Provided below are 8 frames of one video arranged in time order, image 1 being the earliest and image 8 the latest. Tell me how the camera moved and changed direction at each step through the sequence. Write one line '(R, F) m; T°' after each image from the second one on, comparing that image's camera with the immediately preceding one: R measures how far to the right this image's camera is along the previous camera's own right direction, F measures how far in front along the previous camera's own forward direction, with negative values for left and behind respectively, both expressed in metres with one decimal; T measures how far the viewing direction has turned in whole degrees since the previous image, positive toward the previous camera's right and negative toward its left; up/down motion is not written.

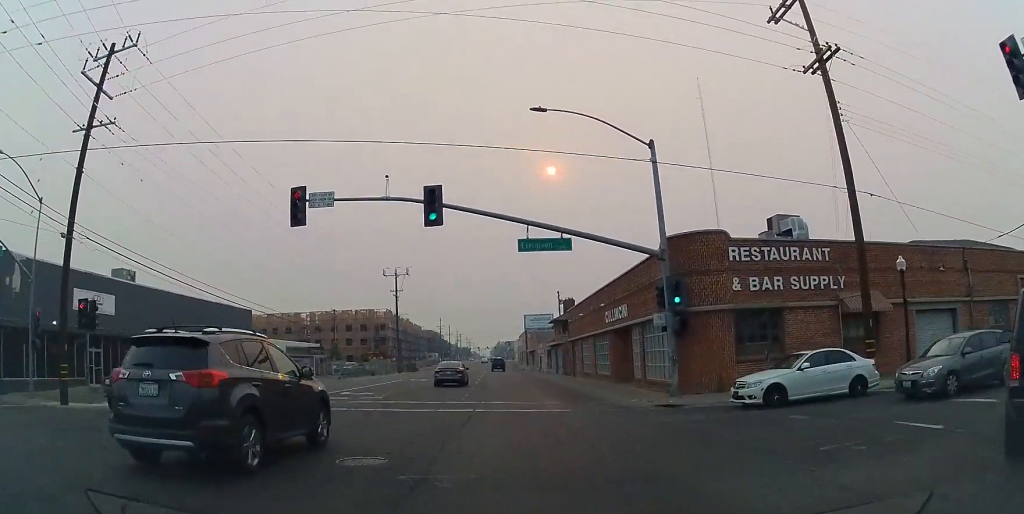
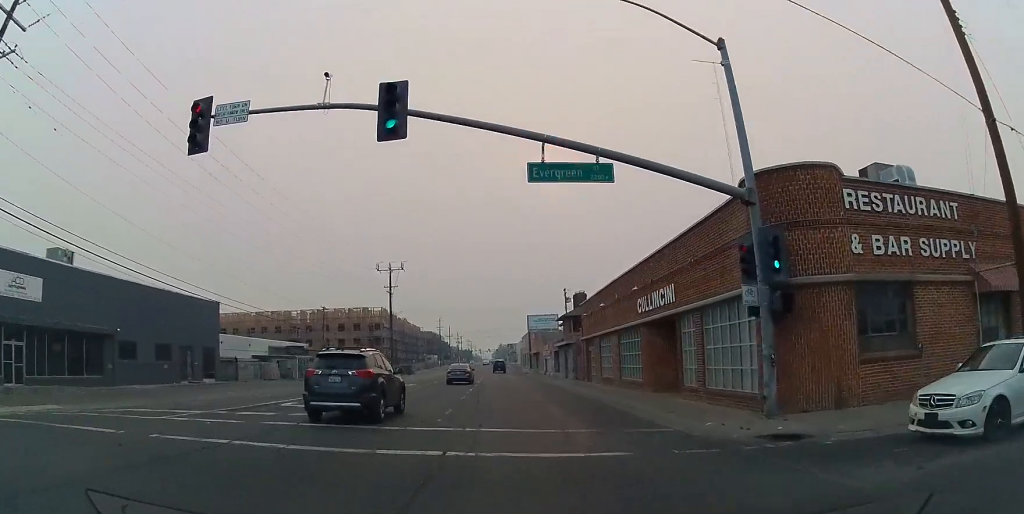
(+0.3, +6.9) m; +2°
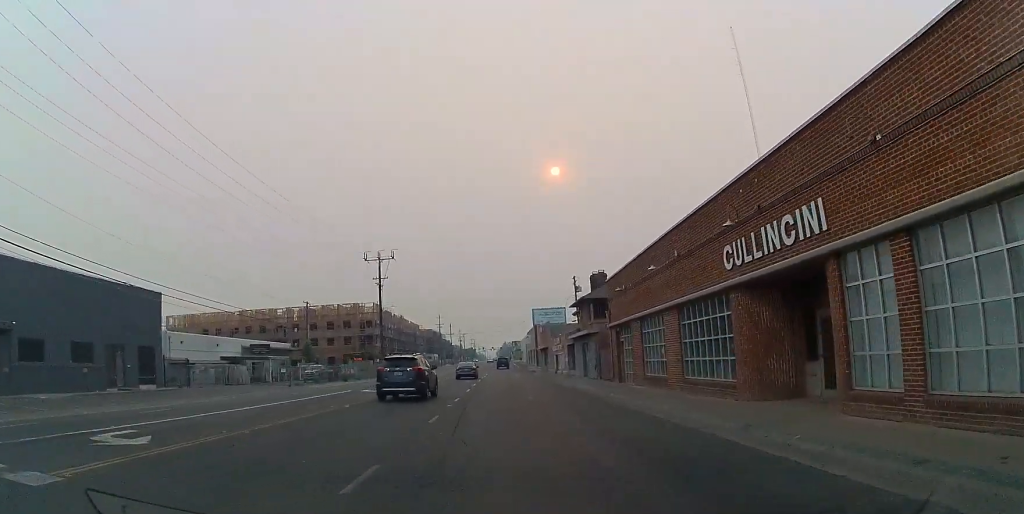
(0.0, +9.2) m; 0°
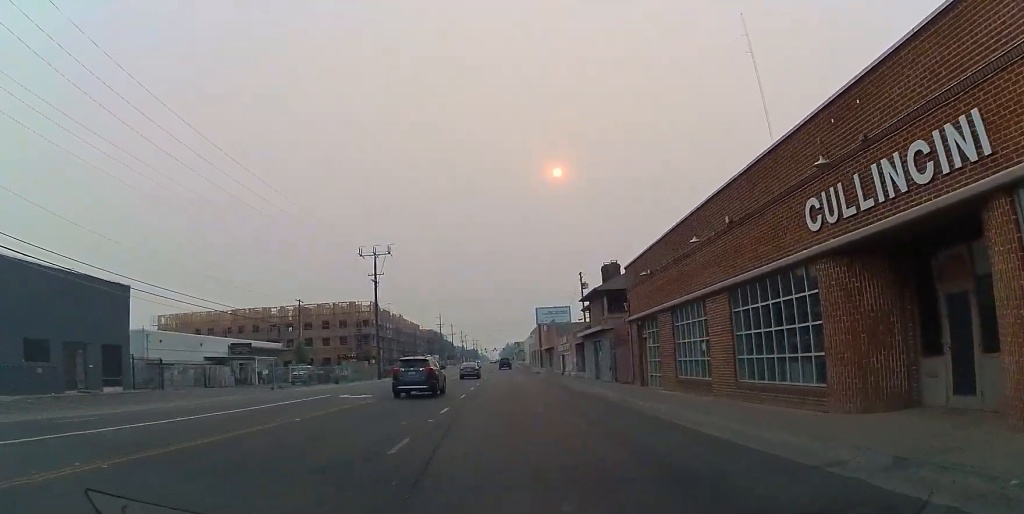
(0.0, +4.3) m; 0°
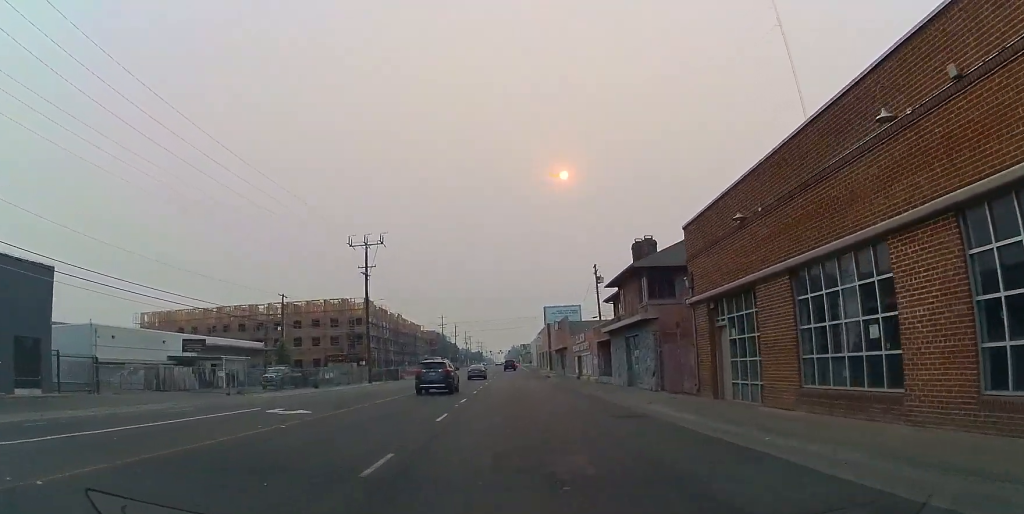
(0.0, +8.2) m; 0°
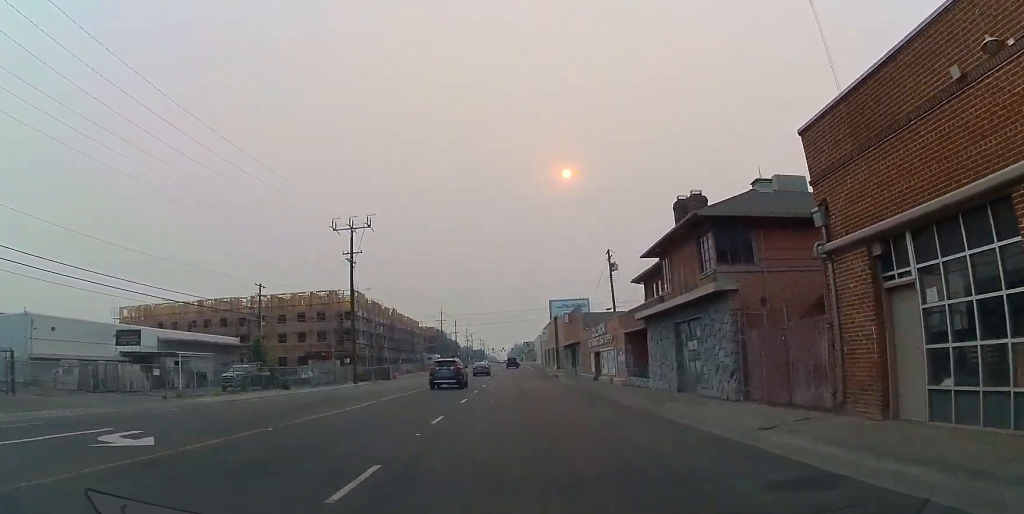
(0.0, +7.9) m; -1°
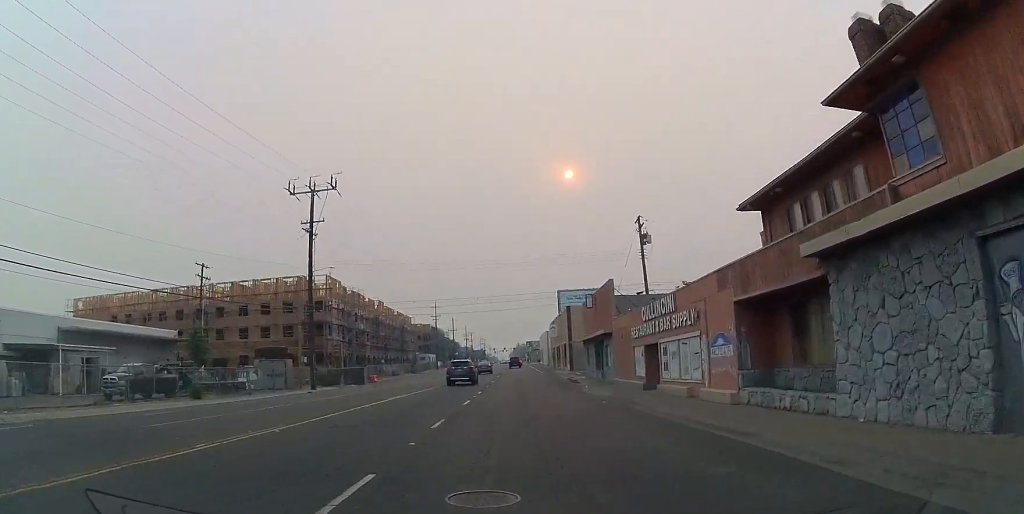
(-0.3, +15.0) m; -1°
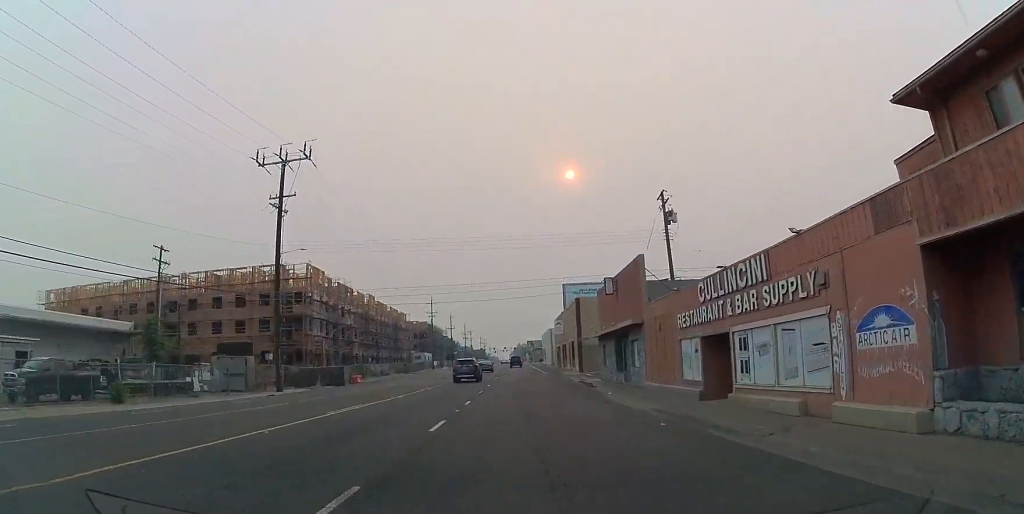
(0.0, +8.0) m; +1°
